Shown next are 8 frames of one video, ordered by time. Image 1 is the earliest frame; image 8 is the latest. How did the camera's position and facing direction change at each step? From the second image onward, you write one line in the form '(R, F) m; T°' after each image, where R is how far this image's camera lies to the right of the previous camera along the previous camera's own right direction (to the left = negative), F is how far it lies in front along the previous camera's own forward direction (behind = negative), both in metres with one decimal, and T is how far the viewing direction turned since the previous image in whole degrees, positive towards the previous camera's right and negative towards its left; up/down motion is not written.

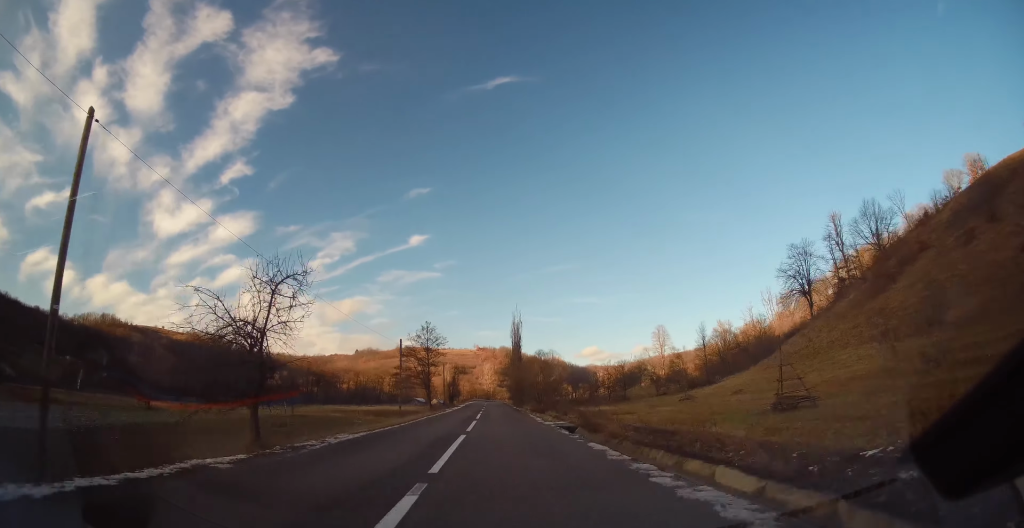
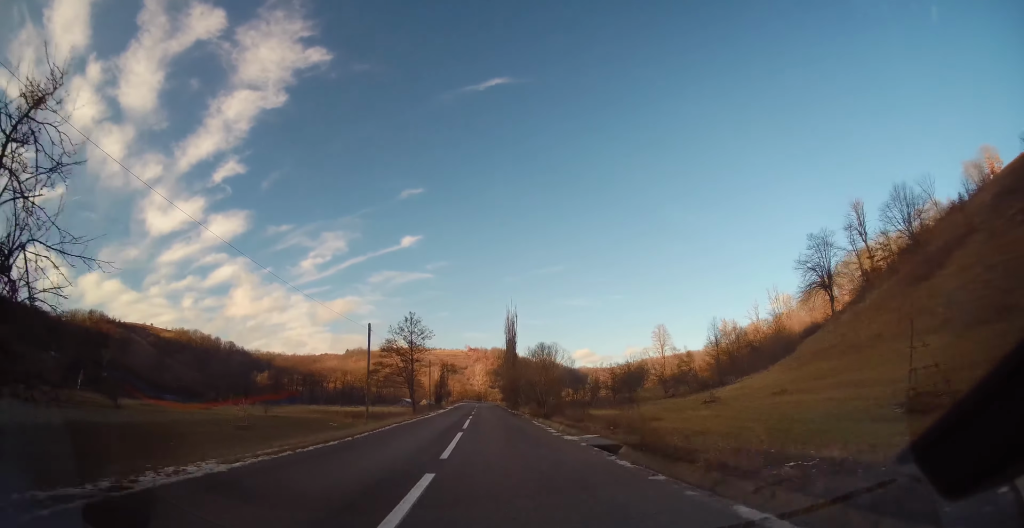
(+0.3, +9.2) m; +1°
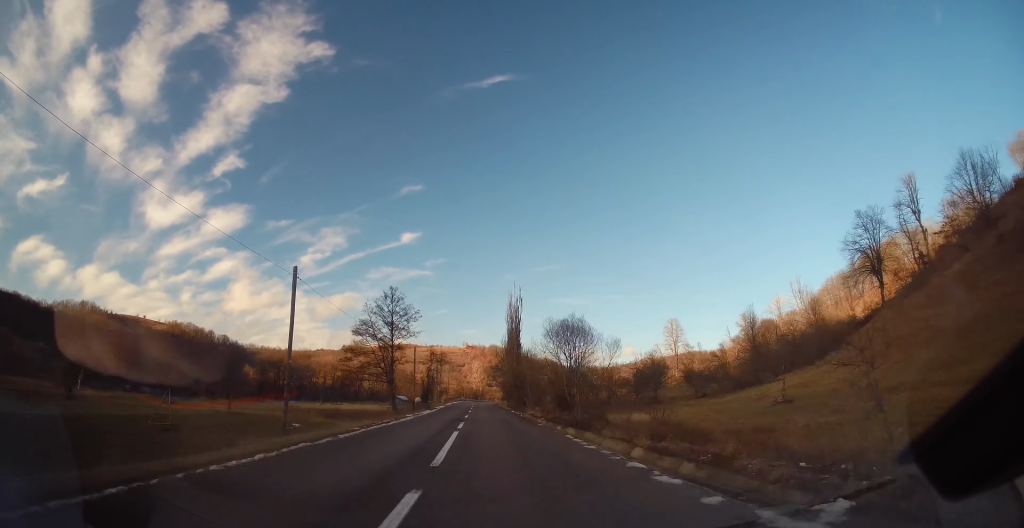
(+0.1, +13.7) m; +1°
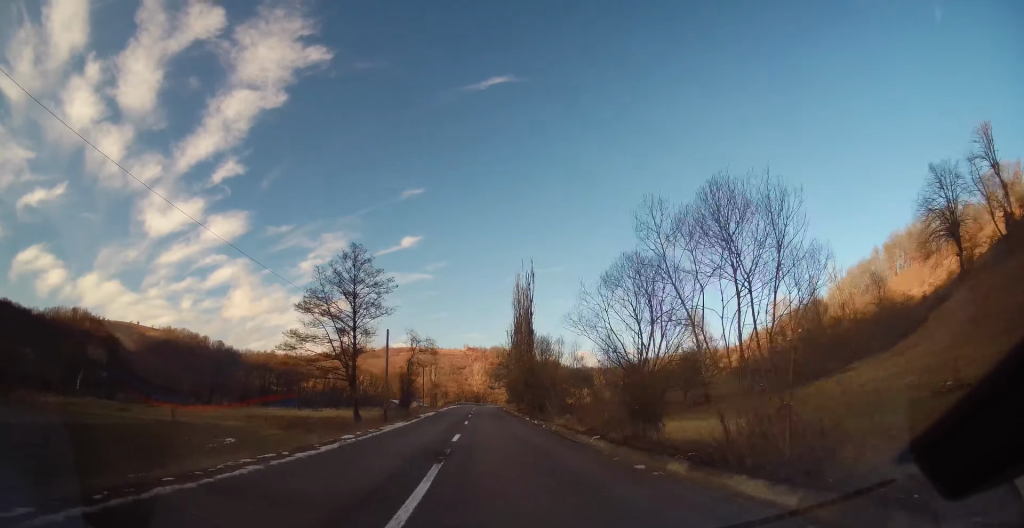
(0.0, +16.5) m; 0°
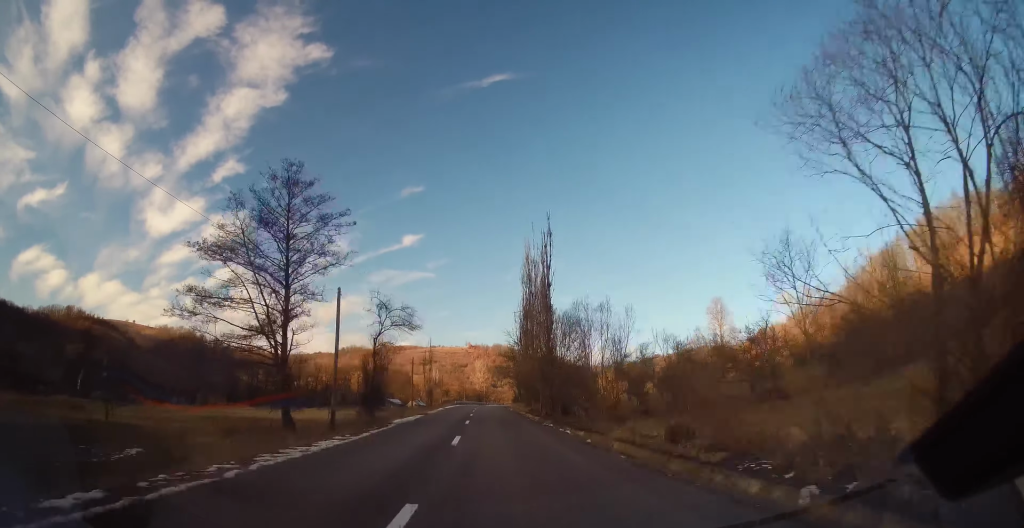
(0.0, +13.6) m; 0°
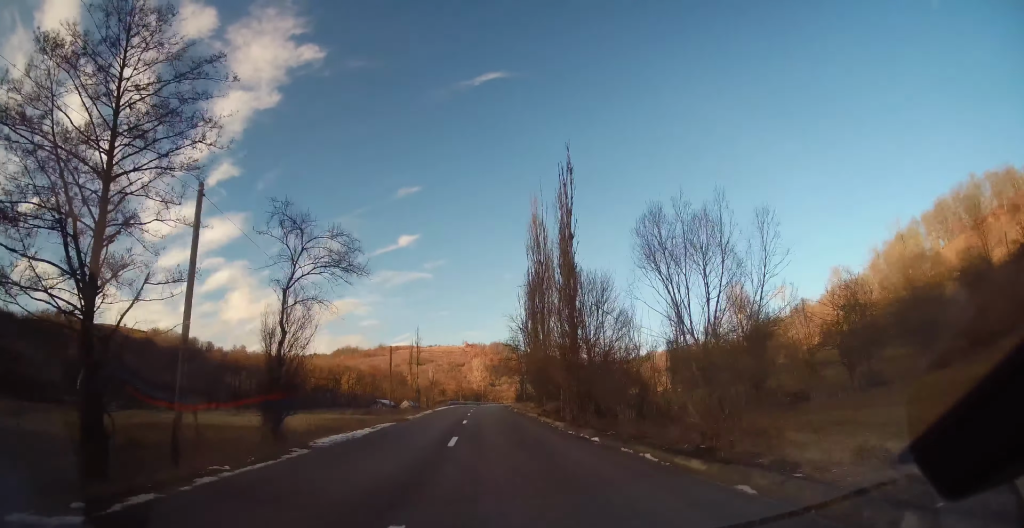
(0.0, +12.5) m; 0°
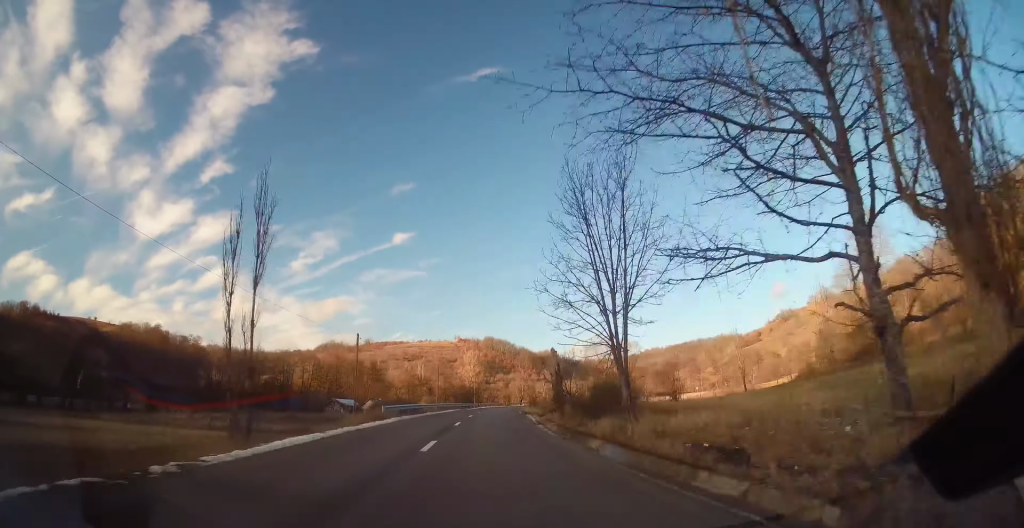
(+0.1, +48.0) m; +1°
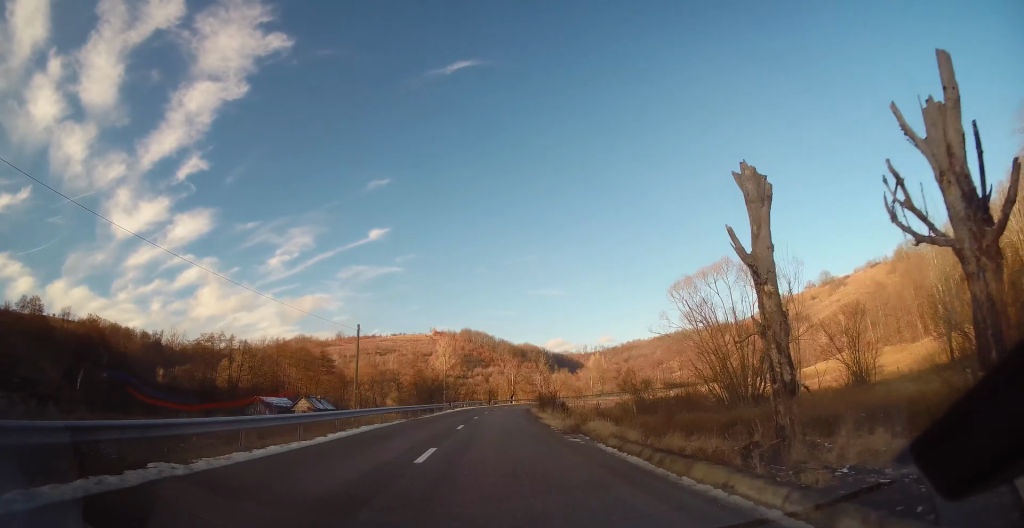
(+0.7, +36.8) m; +2°
